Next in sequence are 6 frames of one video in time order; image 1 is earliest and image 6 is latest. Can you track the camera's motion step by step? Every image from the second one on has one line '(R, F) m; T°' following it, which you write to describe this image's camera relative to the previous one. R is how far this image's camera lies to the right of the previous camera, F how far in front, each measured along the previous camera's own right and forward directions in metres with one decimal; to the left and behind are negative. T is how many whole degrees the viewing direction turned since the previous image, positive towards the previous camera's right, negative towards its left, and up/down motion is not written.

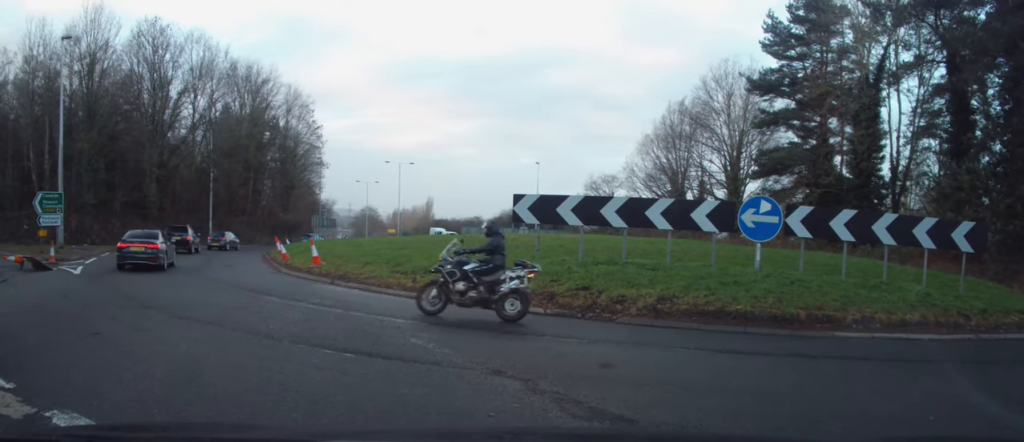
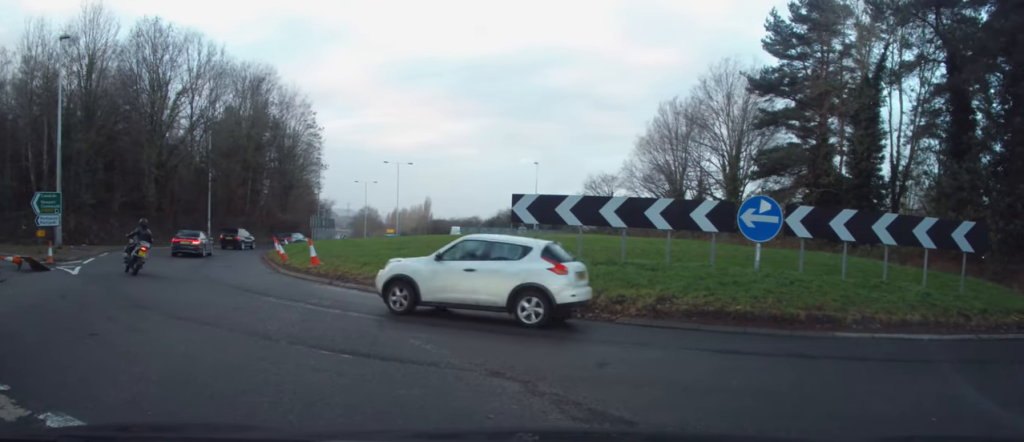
(-0.1, +0.3) m; 0°
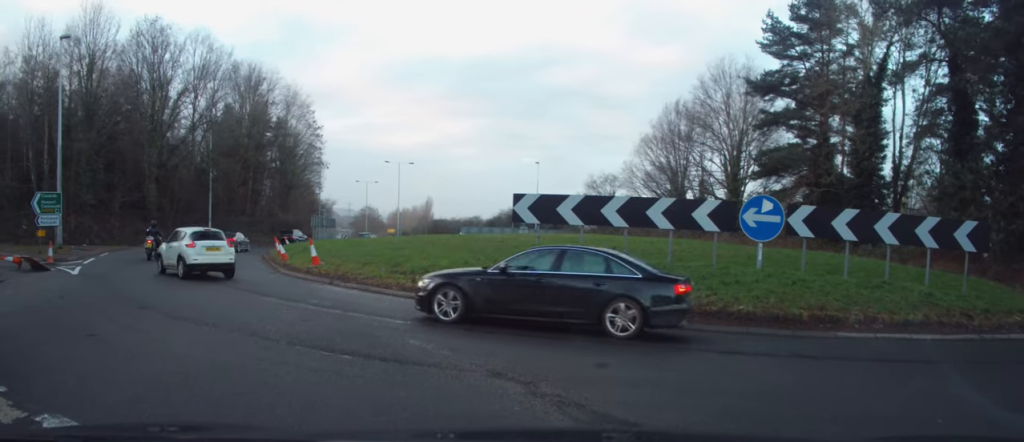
(0.0, +0.3) m; 0°
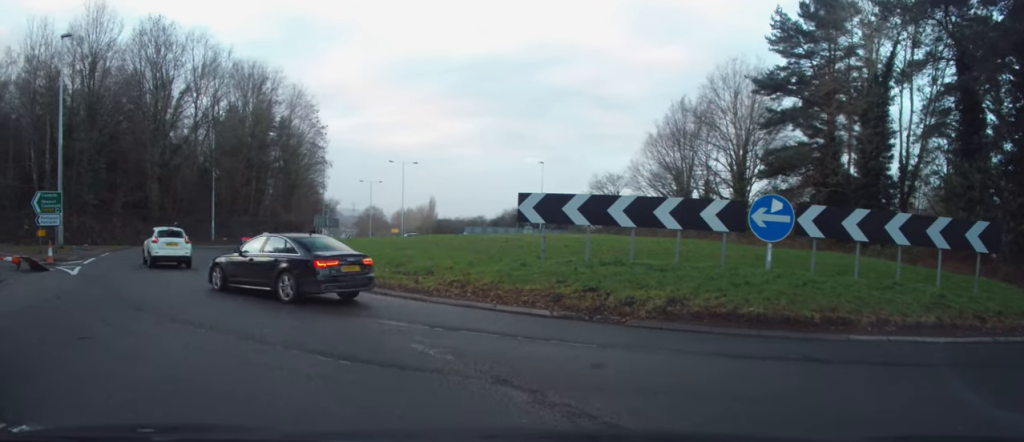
(0.0, +0.5) m; 0°
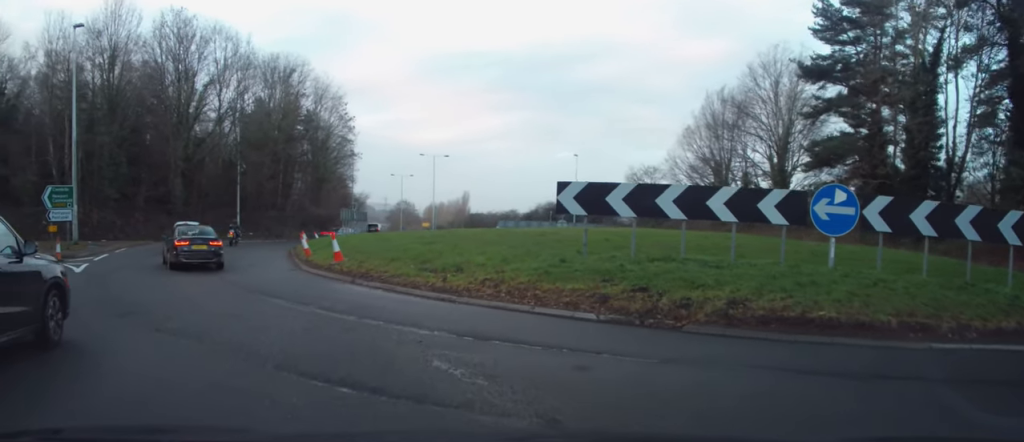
(-0.1, +1.4) m; -3°
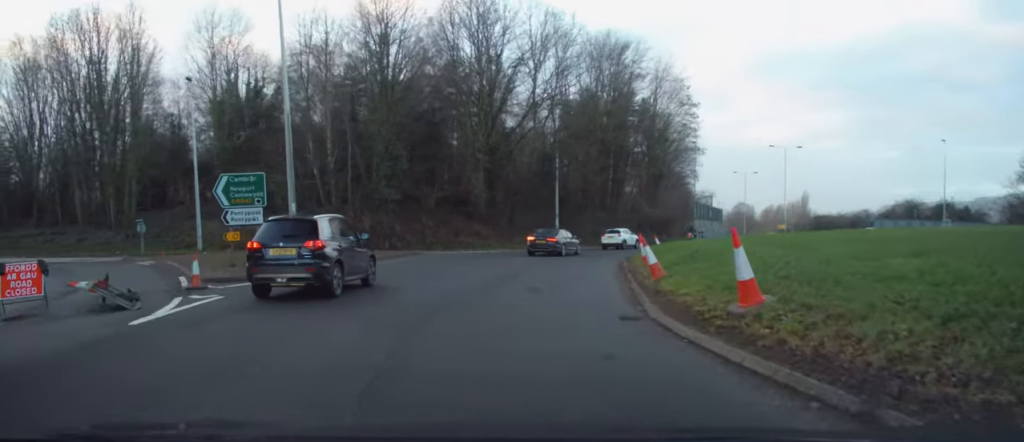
(-2.5, +12.7) m; -17°
